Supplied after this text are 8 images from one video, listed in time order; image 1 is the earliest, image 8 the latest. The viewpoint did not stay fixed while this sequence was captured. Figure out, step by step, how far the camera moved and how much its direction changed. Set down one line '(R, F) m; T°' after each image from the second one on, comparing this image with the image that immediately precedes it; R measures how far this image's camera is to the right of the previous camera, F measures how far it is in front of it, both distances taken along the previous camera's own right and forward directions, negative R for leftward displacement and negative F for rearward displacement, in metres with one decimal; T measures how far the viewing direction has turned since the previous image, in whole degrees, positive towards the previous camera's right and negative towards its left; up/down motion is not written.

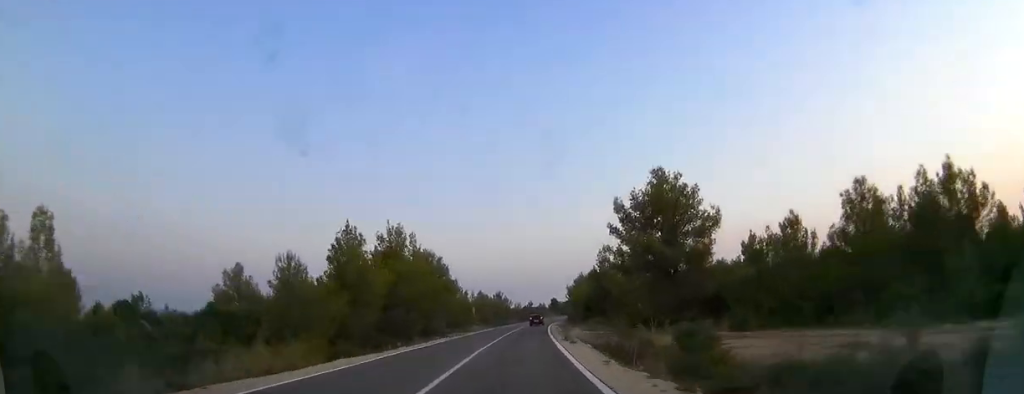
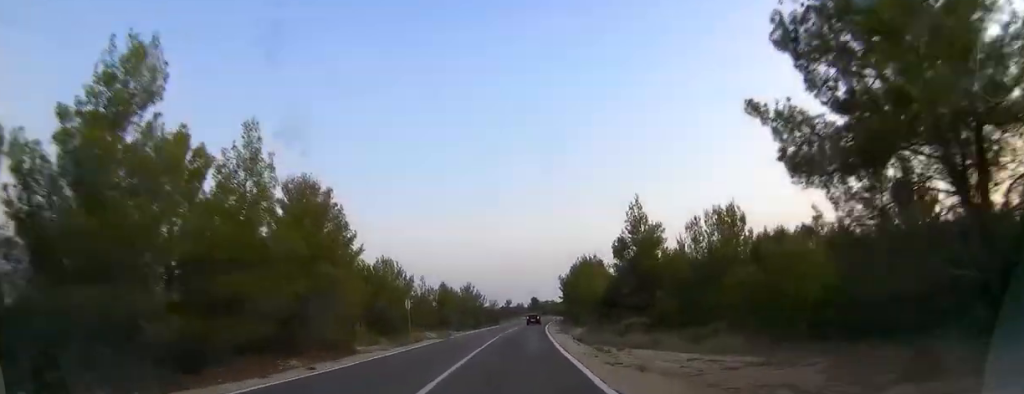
(+0.6, +28.8) m; +3°
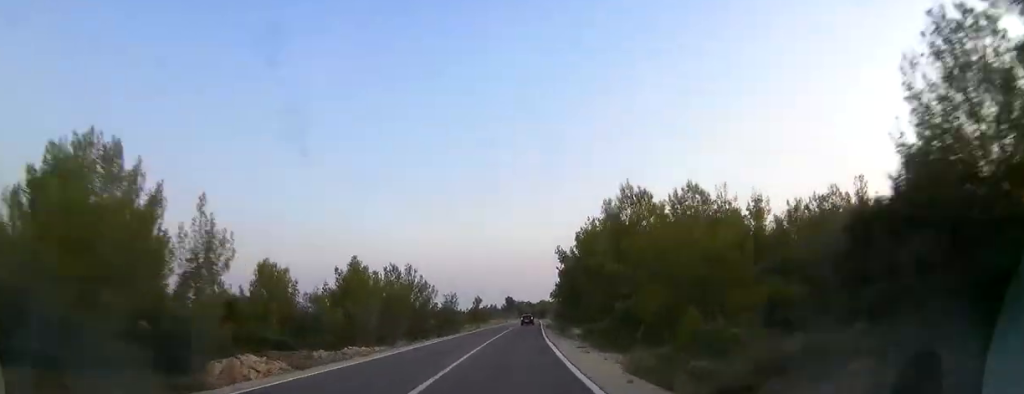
(+1.1, +36.6) m; +2°
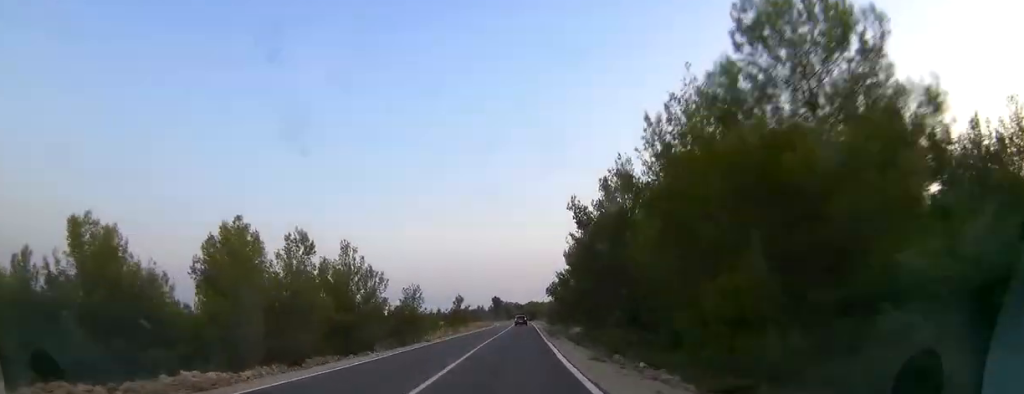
(+0.2, +19.9) m; +1°
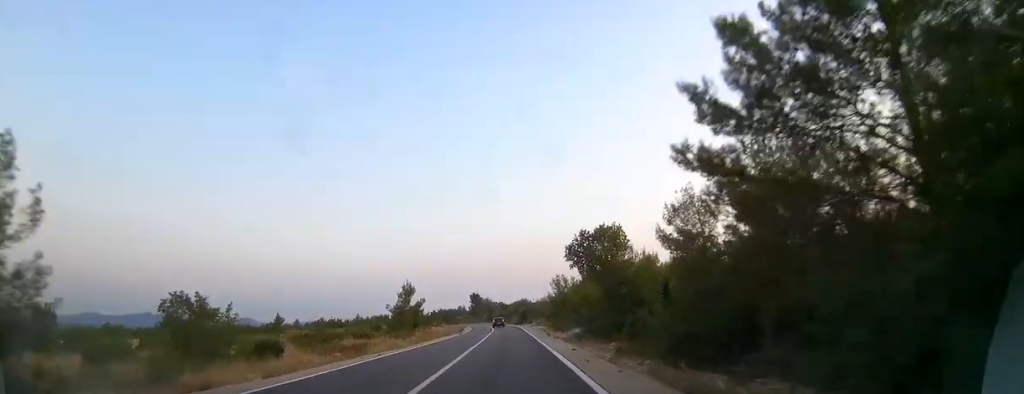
(+0.8, +44.6) m; +2°
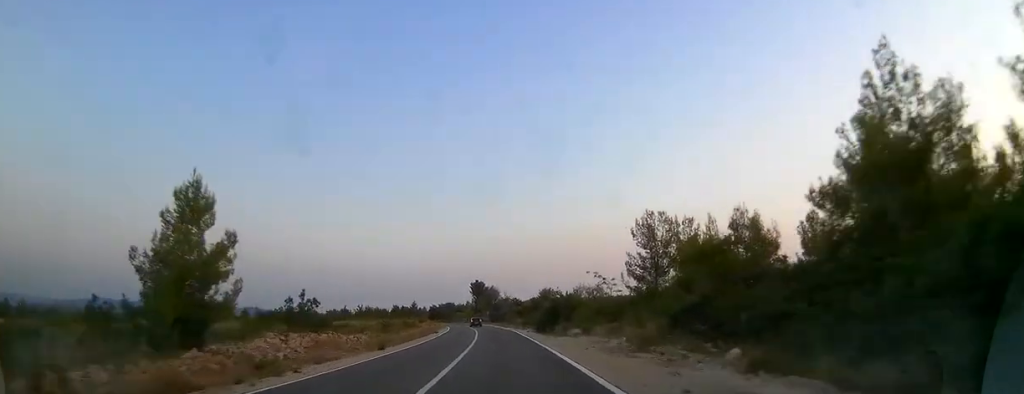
(+0.1, +55.8) m; -1°
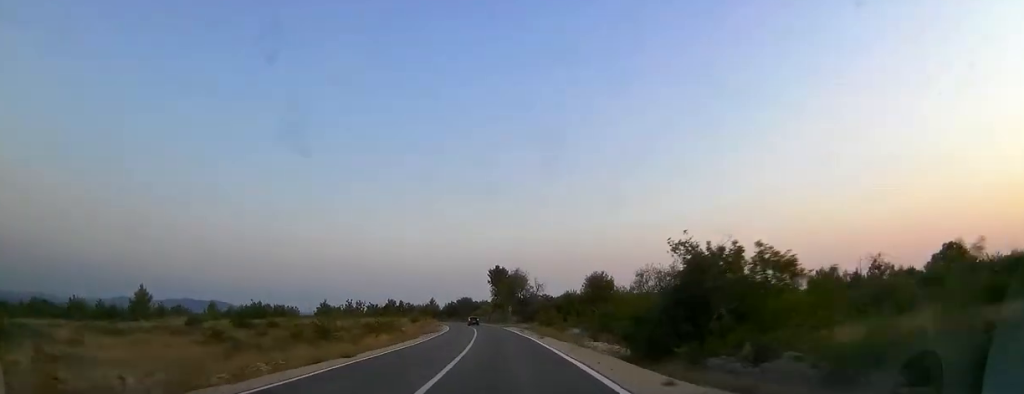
(-0.4, +35.8) m; -2°
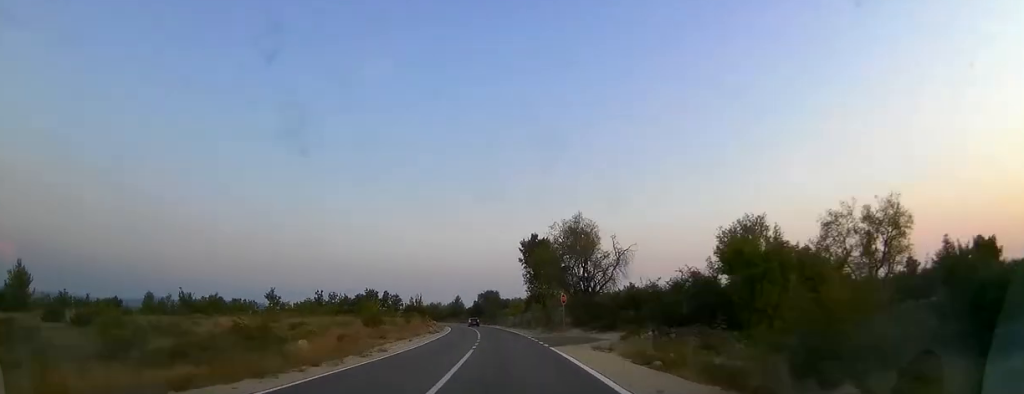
(-0.8, +40.9) m; -4°
